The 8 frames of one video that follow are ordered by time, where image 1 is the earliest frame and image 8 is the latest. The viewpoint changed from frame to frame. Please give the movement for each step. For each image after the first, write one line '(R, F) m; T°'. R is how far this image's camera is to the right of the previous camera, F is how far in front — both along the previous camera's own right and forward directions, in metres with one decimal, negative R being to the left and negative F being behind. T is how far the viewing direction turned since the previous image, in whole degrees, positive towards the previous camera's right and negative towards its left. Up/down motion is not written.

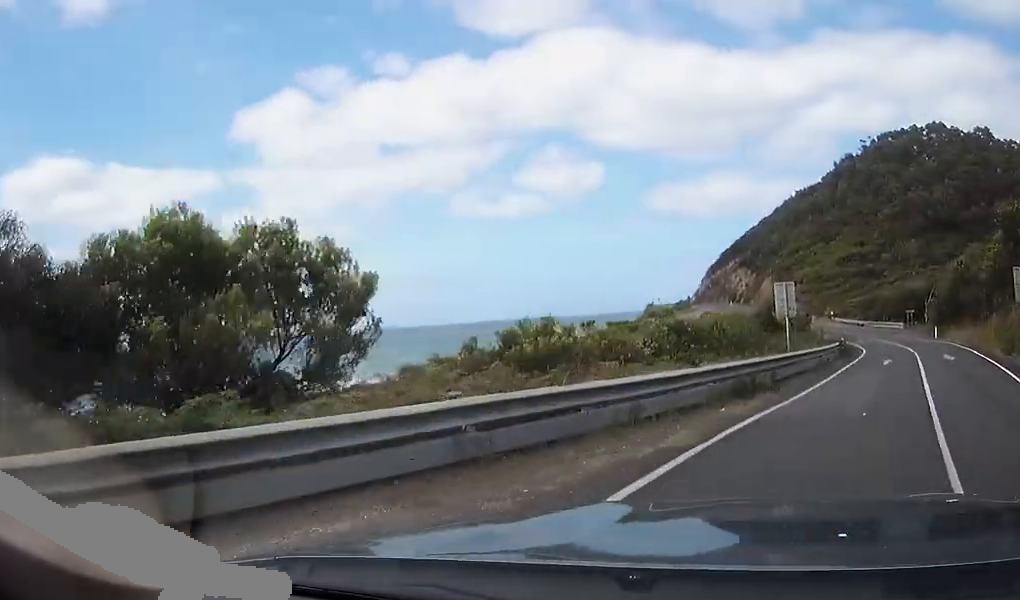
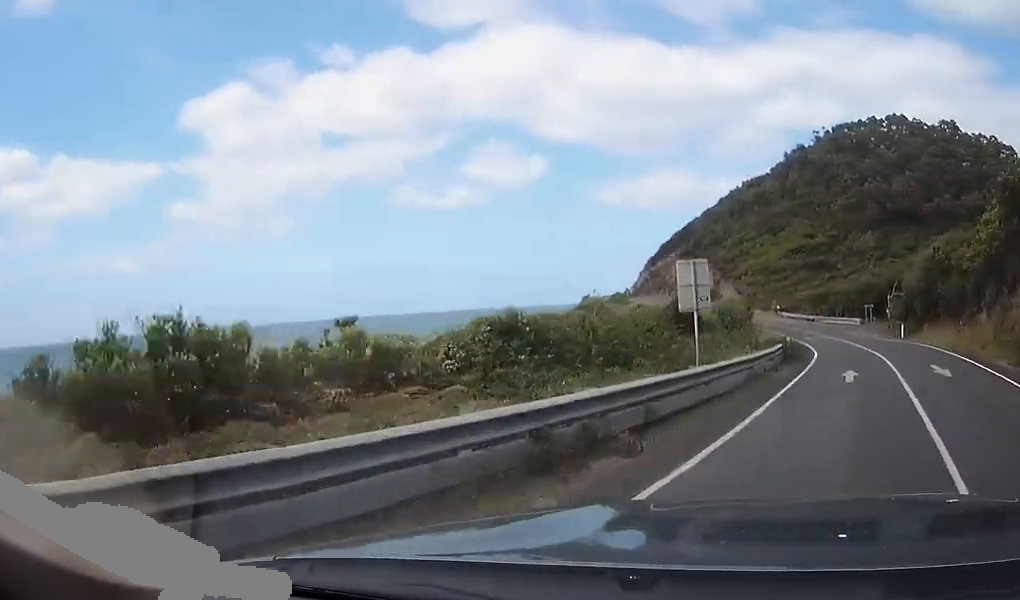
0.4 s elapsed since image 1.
(0.0, +8.2) m; -1°
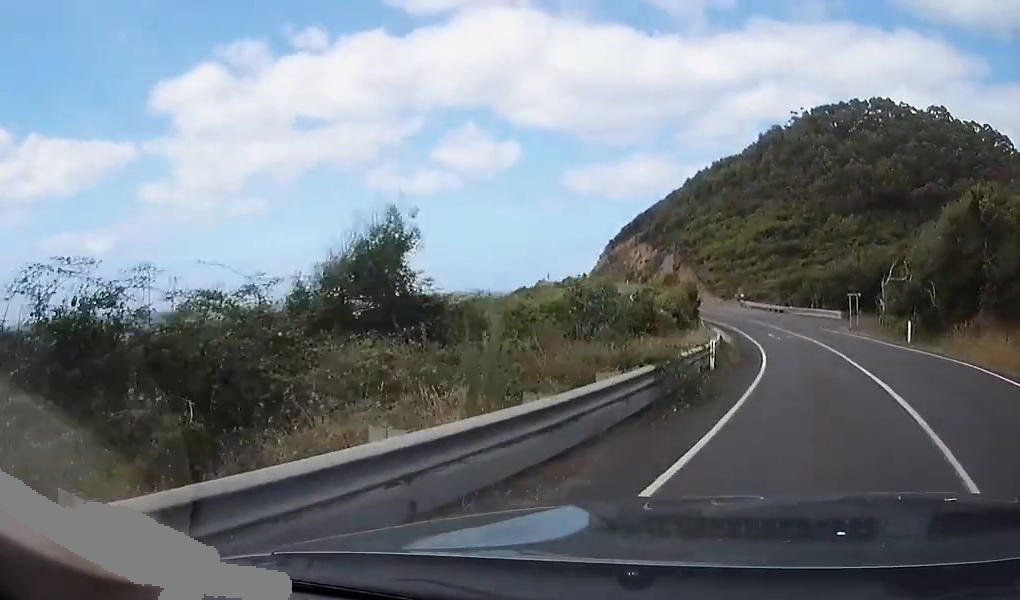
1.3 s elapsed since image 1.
(-0.2, +17.3) m; -3°
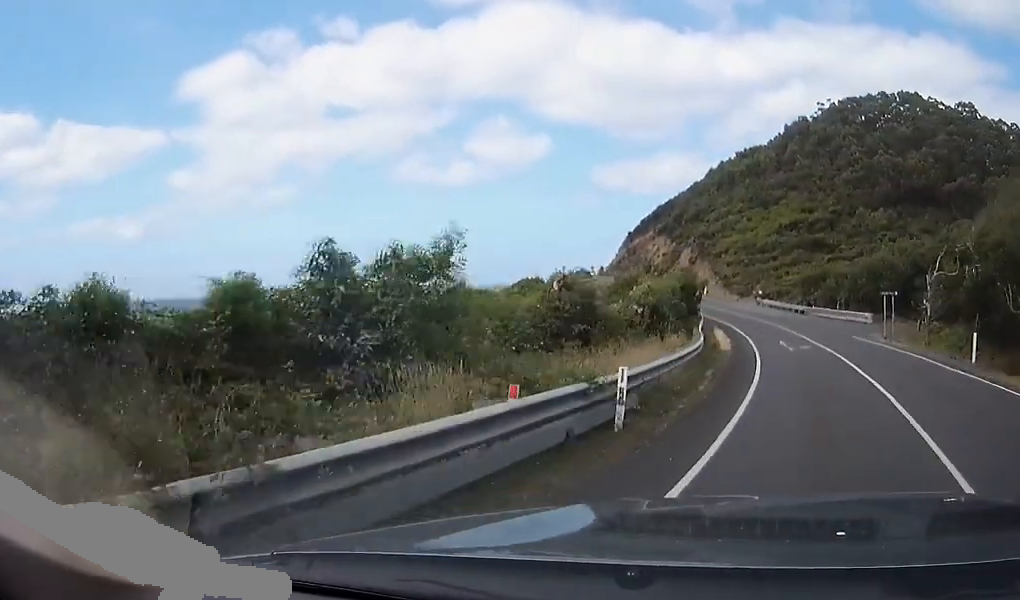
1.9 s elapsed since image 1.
(-0.1, +11.2) m; -3°
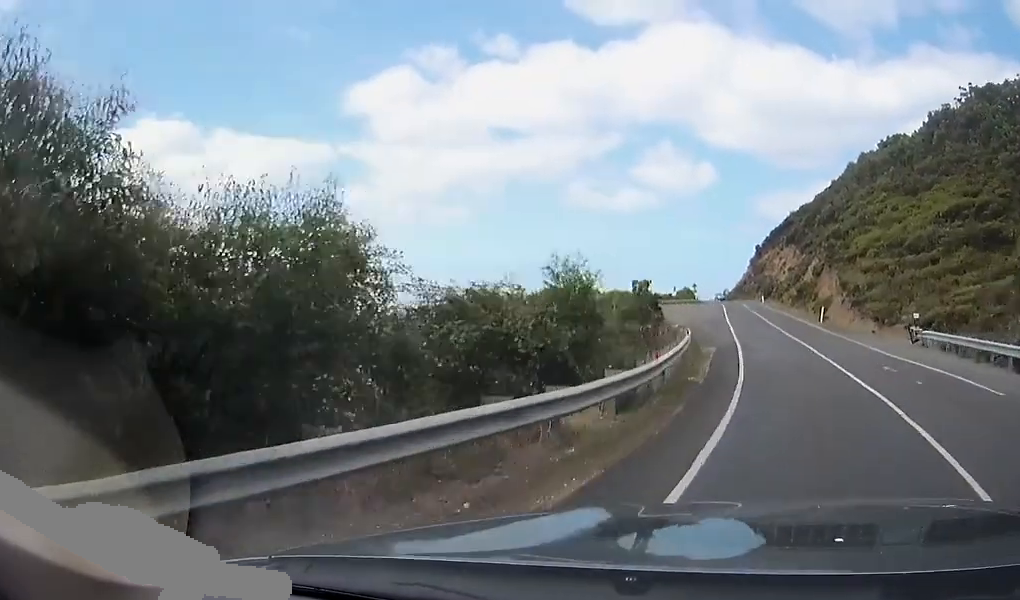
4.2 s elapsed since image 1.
(-5.7, +45.8) m; -14°
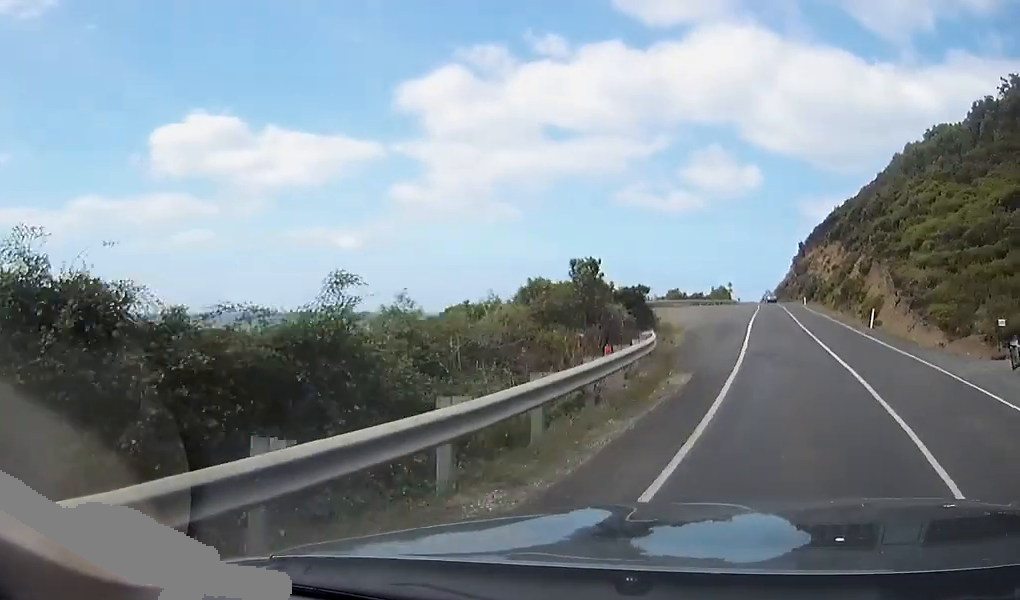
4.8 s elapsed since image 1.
(-0.6, +12.4) m; -2°
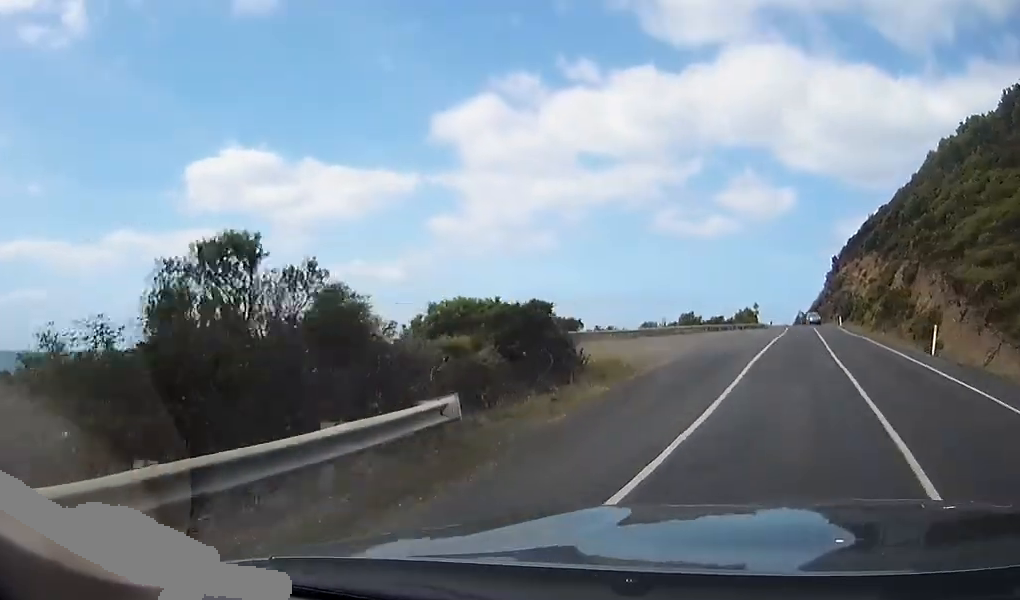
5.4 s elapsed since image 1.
(-0.2, +13.1) m; -1°
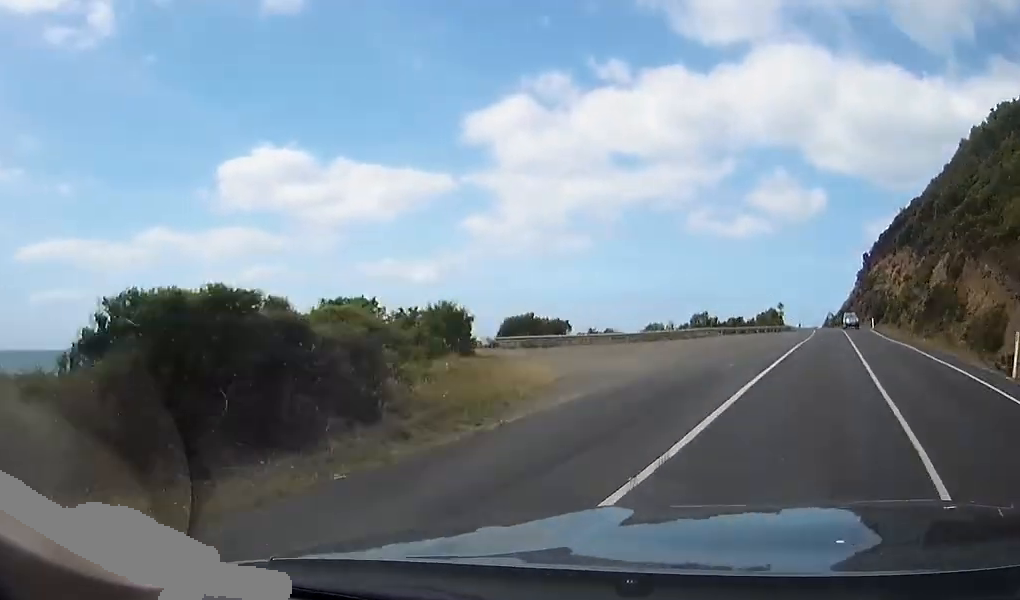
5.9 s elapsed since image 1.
(-0.1, +9.6) m; 0°
